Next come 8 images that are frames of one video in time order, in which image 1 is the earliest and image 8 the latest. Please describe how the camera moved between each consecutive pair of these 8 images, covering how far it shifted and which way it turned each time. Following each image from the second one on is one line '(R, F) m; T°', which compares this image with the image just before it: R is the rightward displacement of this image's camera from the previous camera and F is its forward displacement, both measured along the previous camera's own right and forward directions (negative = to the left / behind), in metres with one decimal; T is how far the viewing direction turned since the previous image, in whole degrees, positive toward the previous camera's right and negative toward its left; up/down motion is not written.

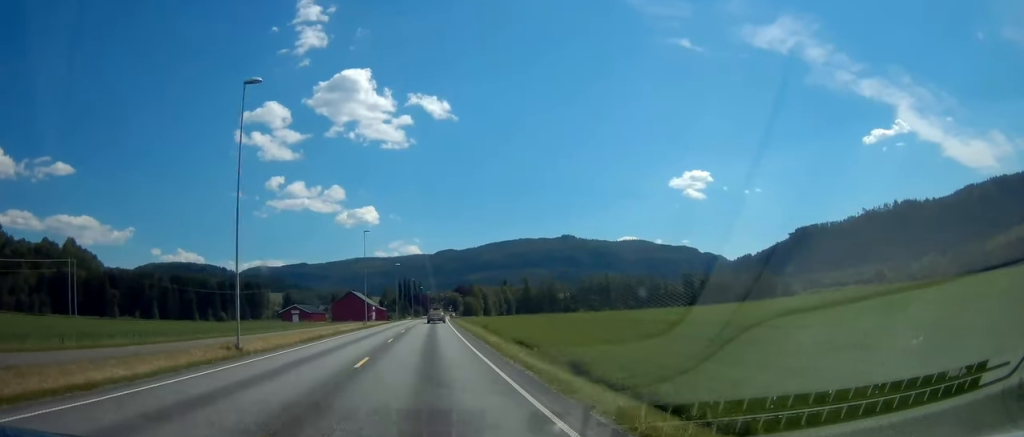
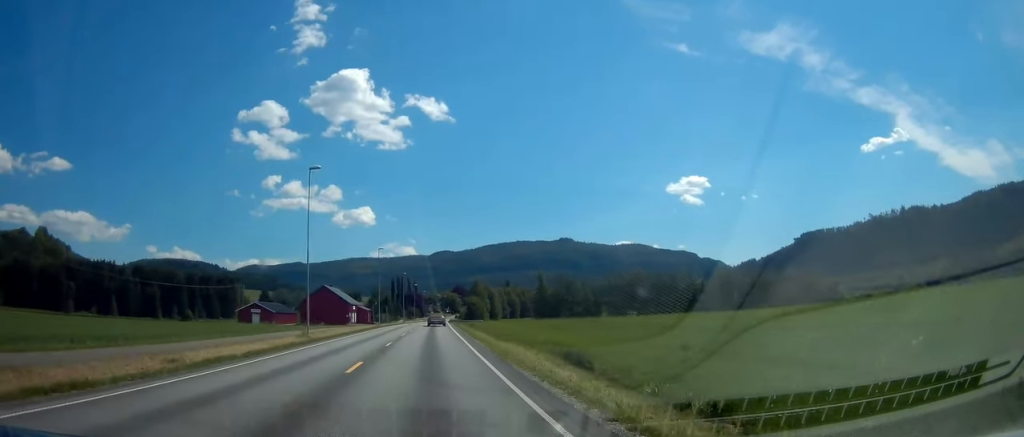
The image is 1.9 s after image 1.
(+0.1, +36.6) m; 0°
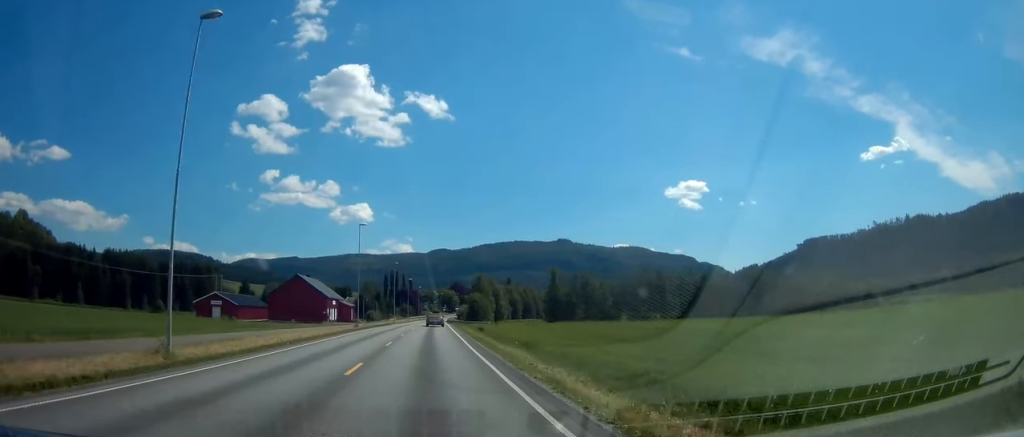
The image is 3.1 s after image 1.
(0.0, +24.4) m; 0°
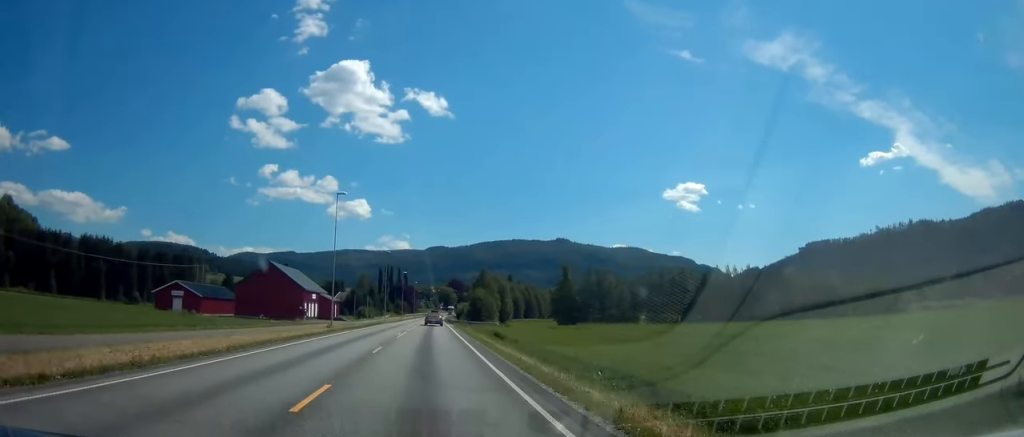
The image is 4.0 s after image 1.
(-0.1, +17.6) m; 0°
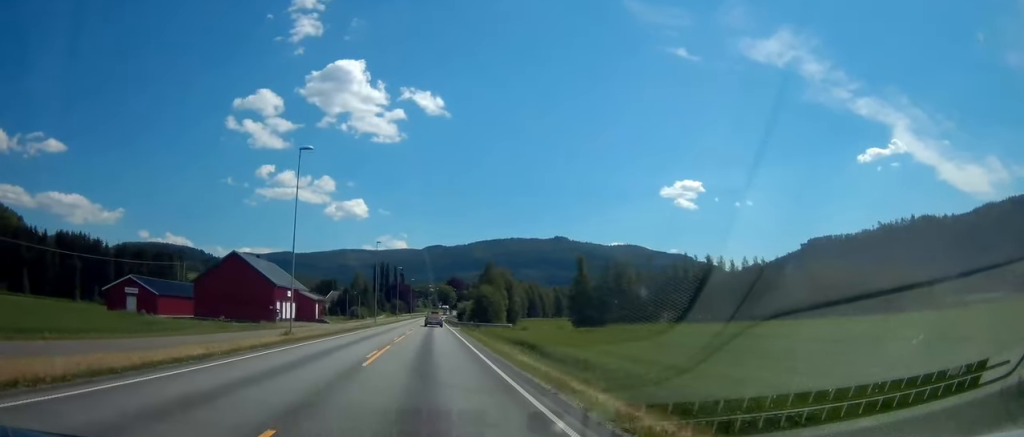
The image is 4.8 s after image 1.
(+0.2, +16.7) m; 0°
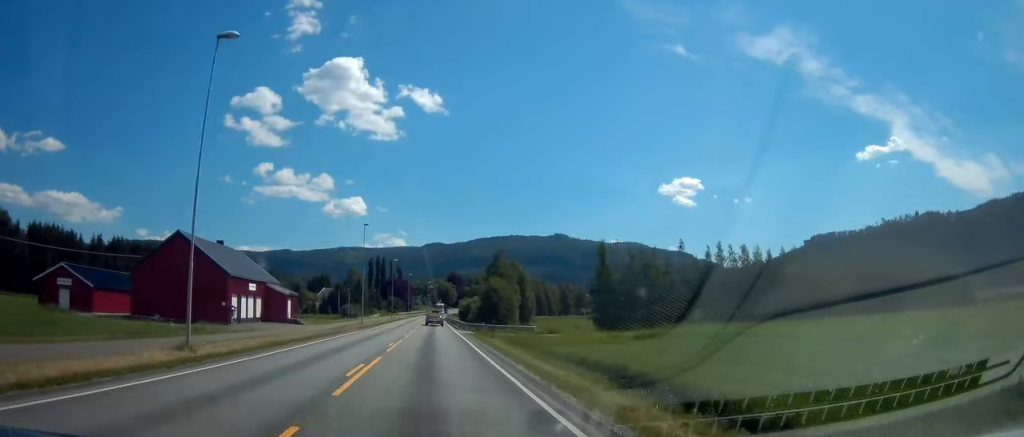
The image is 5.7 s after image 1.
(+0.1, +18.0) m; 0°
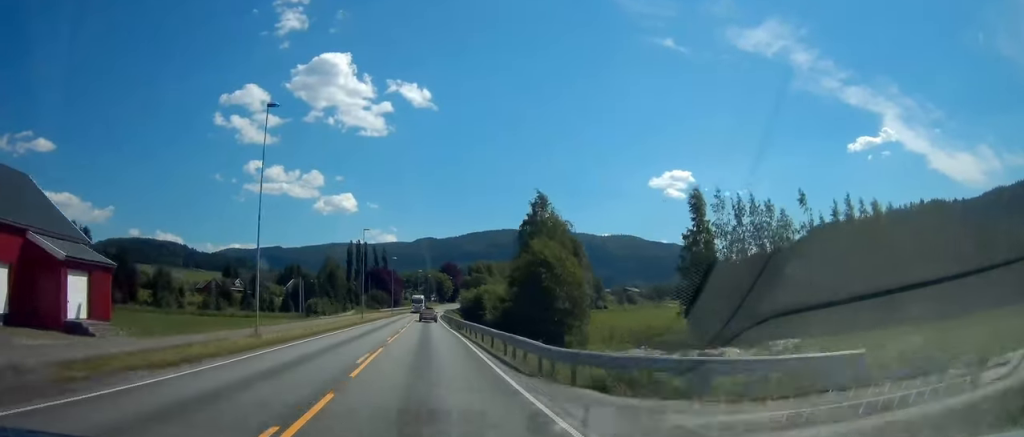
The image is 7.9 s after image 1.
(-0.2, +45.2) m; 0°
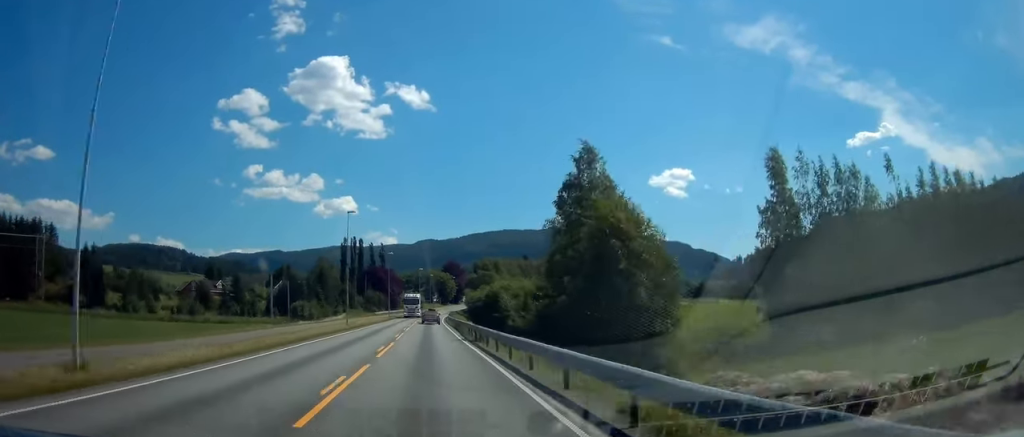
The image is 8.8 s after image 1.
(-0.2, +17.4) m; 0°
